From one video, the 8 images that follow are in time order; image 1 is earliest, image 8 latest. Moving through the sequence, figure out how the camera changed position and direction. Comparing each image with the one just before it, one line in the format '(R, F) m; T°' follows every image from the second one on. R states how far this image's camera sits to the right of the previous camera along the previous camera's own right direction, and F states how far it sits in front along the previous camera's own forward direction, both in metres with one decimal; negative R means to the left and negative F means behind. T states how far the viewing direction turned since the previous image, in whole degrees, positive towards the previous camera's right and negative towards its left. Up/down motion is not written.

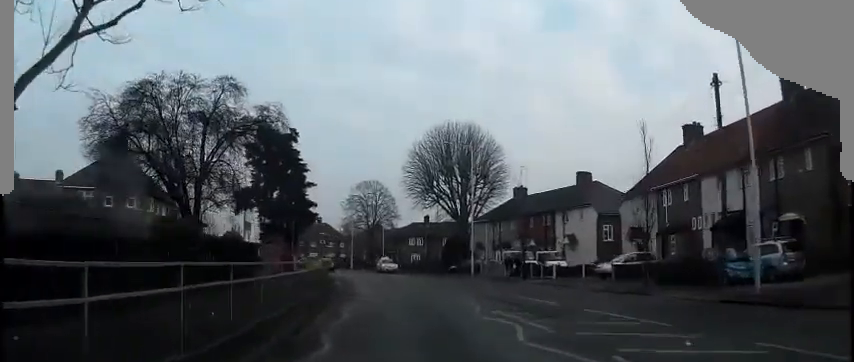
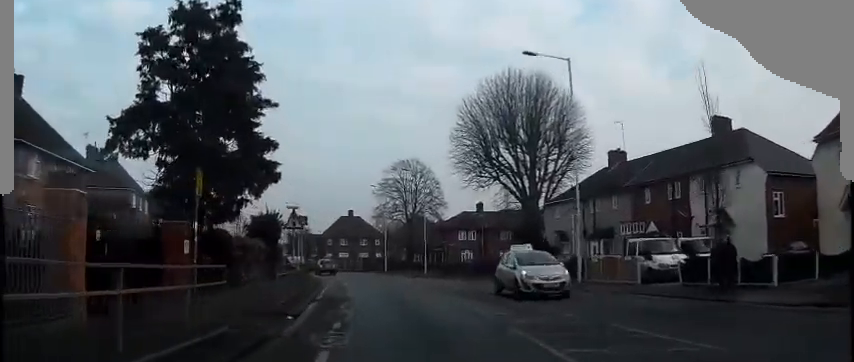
(0.0, +21.2) m; -4°
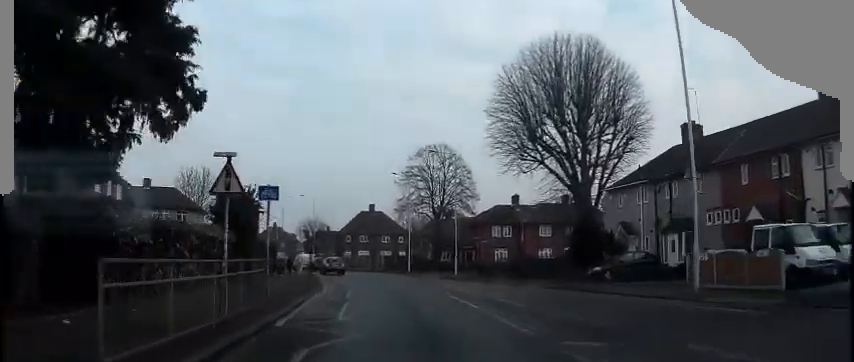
(-0.5, +9.5) m; -3°
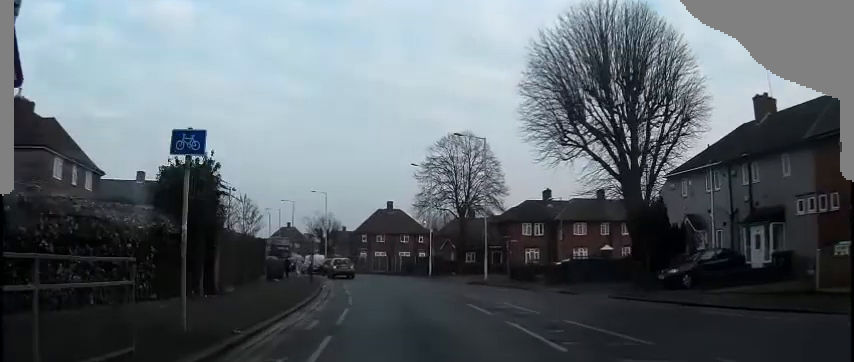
(0.0, +6.9) m; -1°
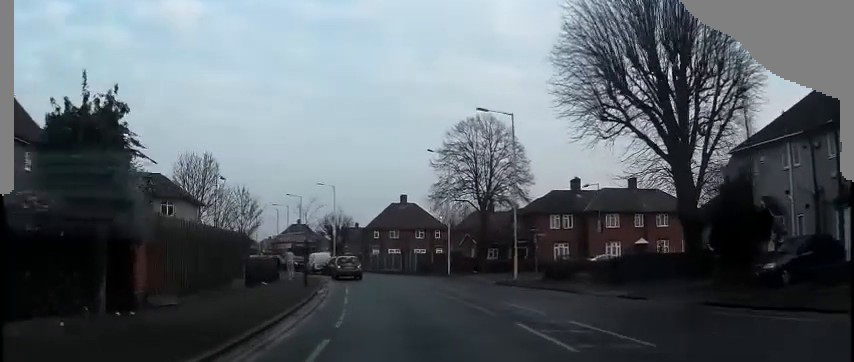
(-0.1, +6.2) m; -3°
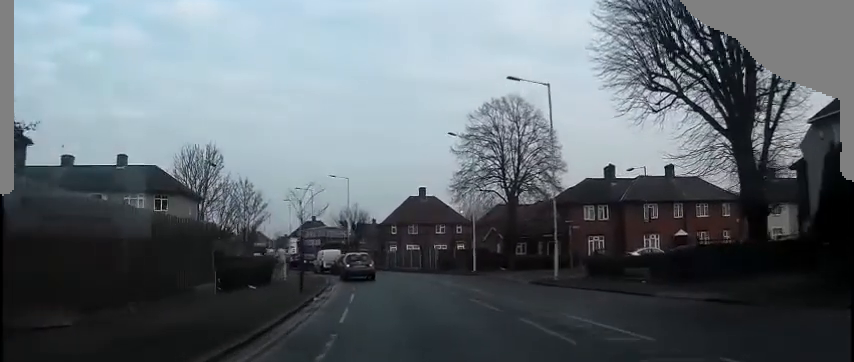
(-0.1, +5.5) m; -4°
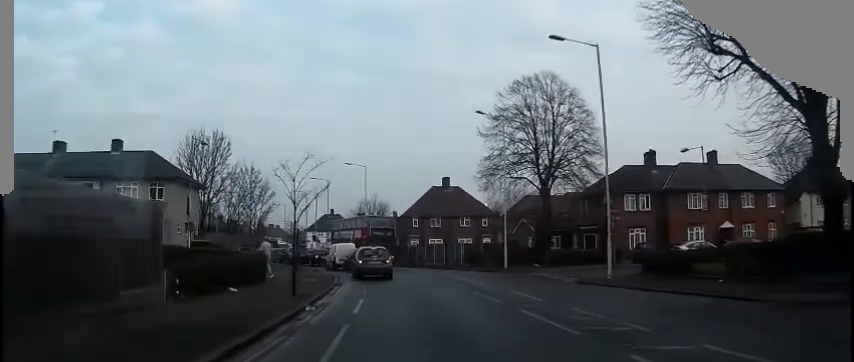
(-0.1, +5.3) m; -5°
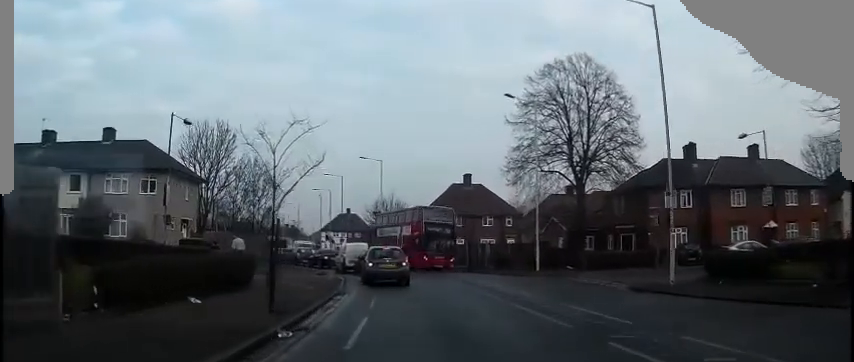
(-0.4, +4.6) m; -4°
